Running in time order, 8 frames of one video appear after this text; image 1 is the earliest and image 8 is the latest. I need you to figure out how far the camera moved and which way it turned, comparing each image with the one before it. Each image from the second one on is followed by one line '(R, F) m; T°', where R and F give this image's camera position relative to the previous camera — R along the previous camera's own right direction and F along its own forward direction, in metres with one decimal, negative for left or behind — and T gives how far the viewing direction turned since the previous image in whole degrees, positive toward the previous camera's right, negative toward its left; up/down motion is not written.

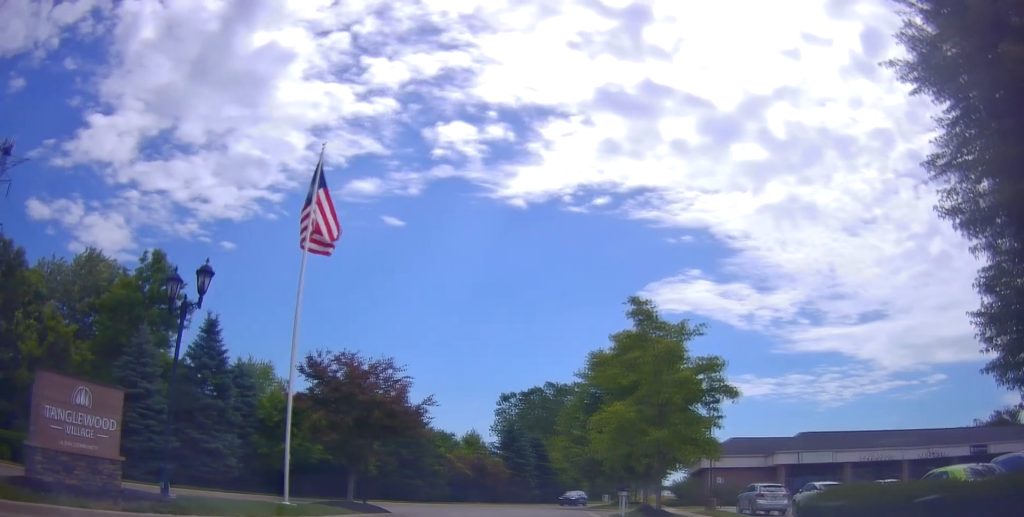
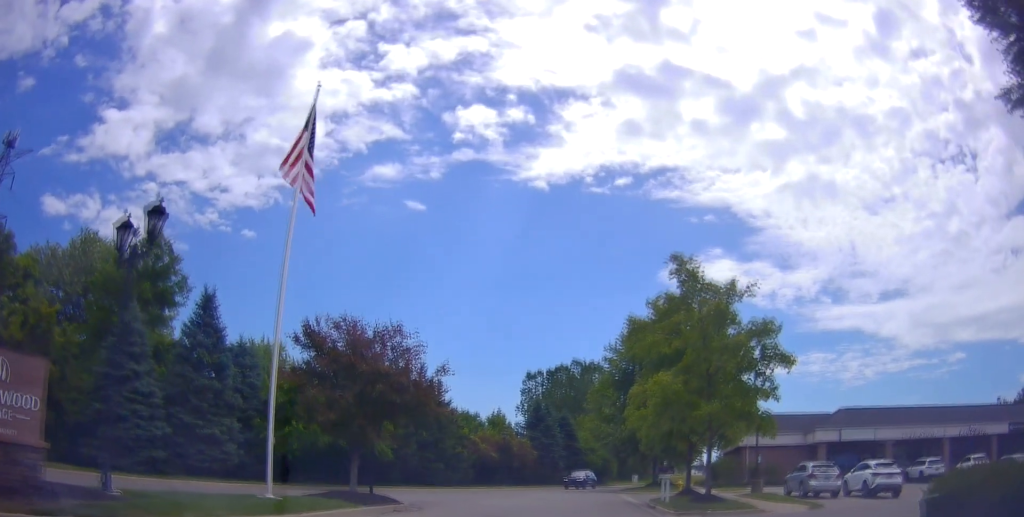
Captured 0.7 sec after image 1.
(-0.1, +3.2) m; +5°
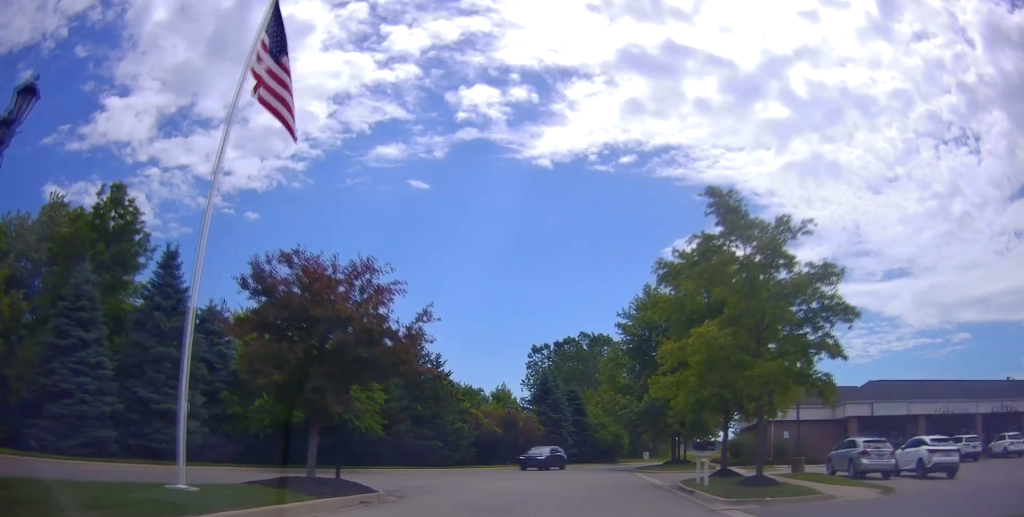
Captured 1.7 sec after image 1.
(+0.5, +4.6) m; -1°
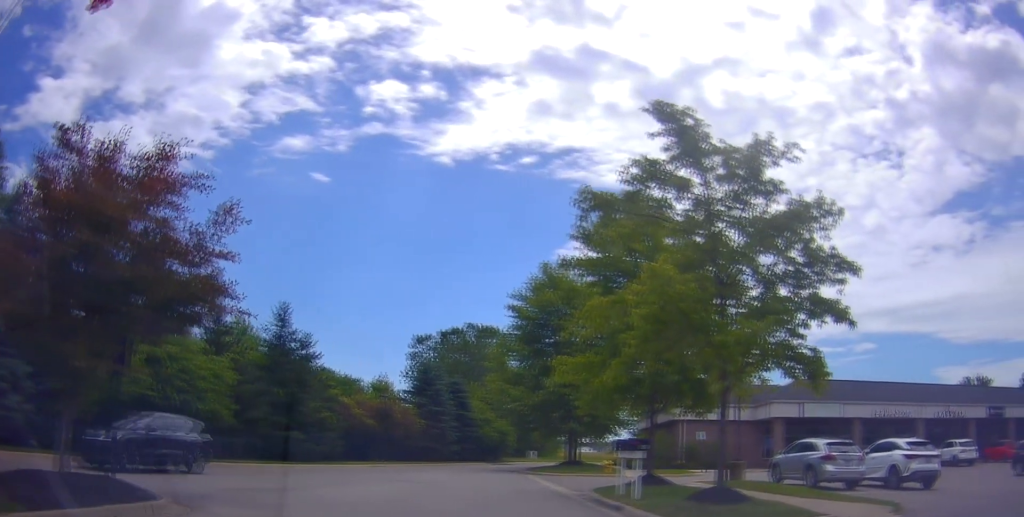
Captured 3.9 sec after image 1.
(-1.6, +6.9) m; -6°
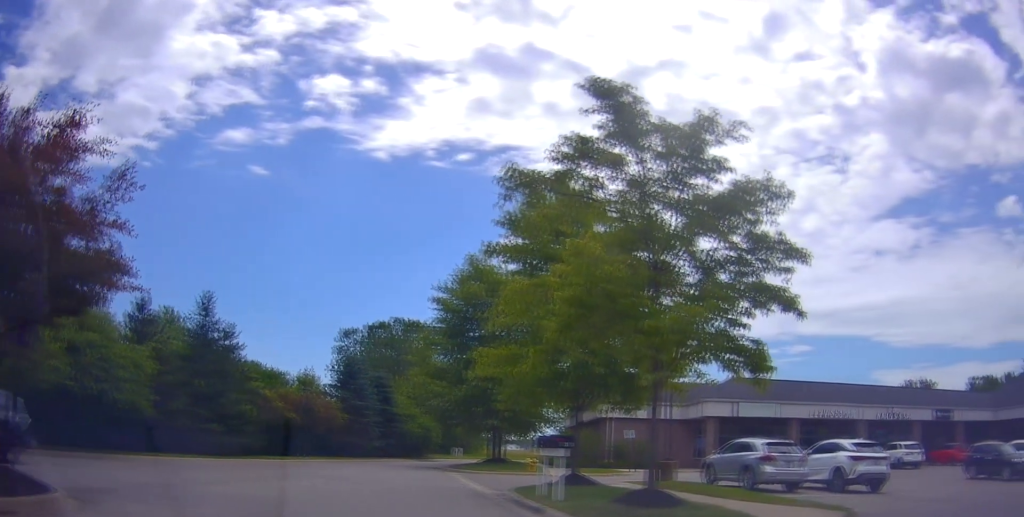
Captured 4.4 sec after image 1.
(+0.5, +1.0) m; +1°
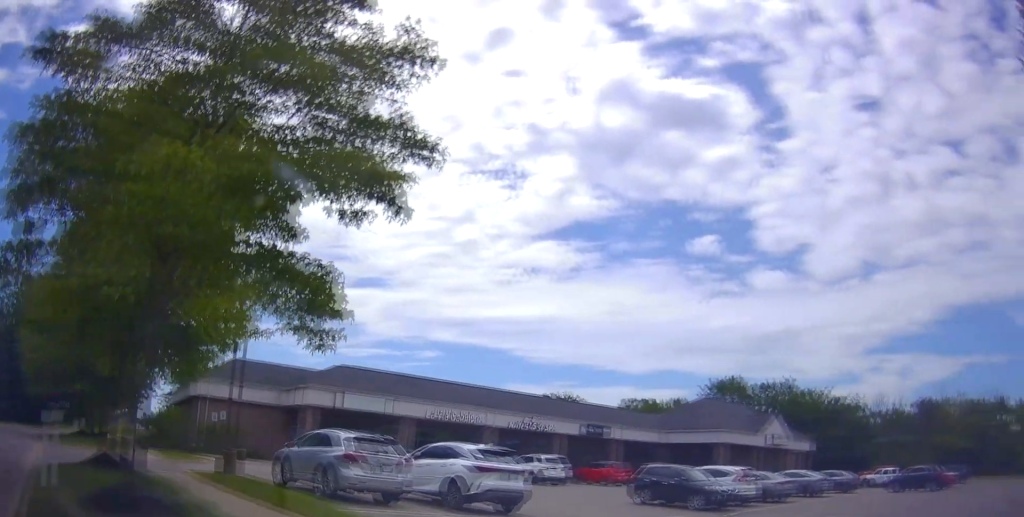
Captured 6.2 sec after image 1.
(-0.3, +3.7) m; +27°
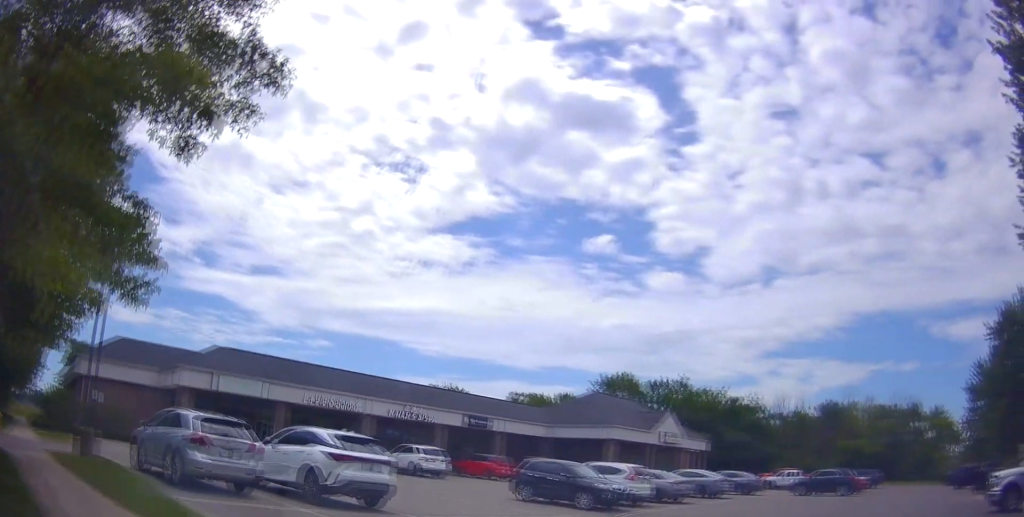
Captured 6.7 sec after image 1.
(0.0, +1.0) m; +29°
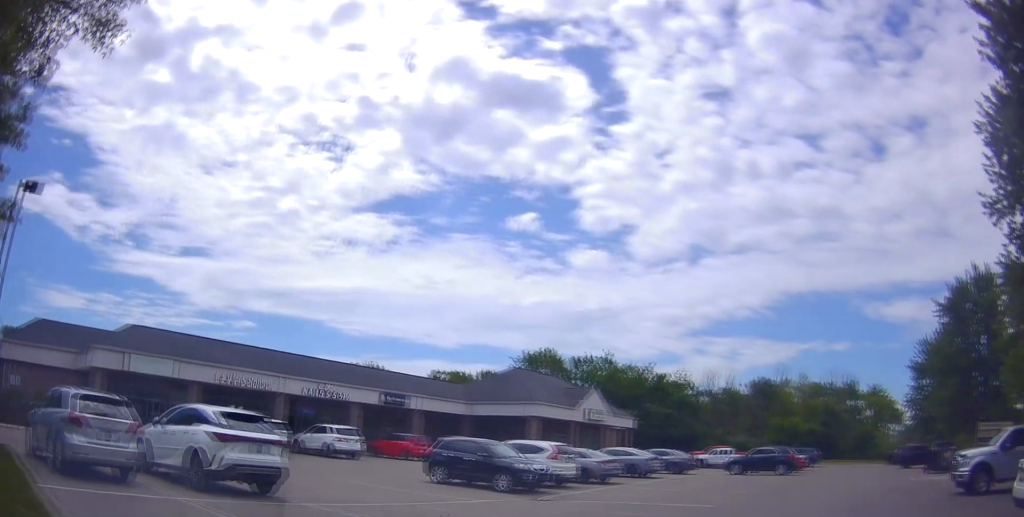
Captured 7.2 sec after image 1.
(+0.5, +1.1) m; +15°
